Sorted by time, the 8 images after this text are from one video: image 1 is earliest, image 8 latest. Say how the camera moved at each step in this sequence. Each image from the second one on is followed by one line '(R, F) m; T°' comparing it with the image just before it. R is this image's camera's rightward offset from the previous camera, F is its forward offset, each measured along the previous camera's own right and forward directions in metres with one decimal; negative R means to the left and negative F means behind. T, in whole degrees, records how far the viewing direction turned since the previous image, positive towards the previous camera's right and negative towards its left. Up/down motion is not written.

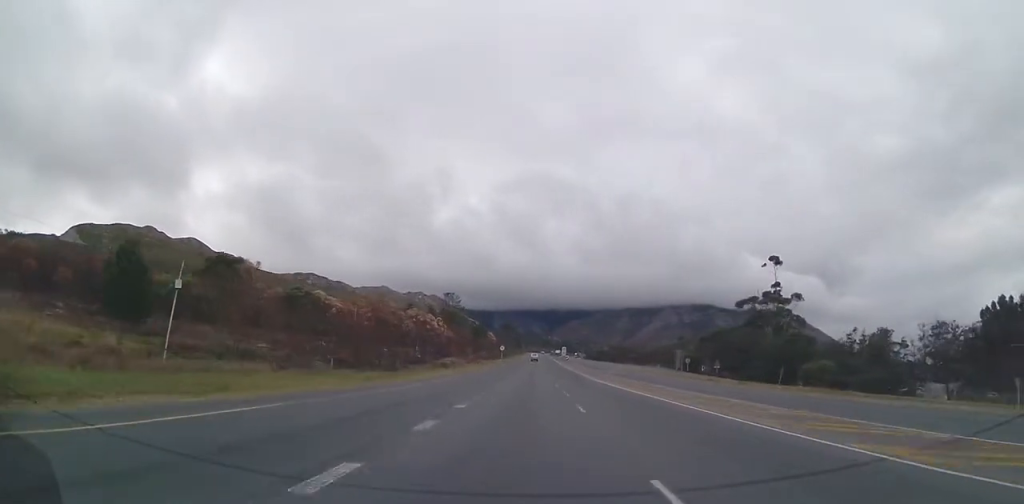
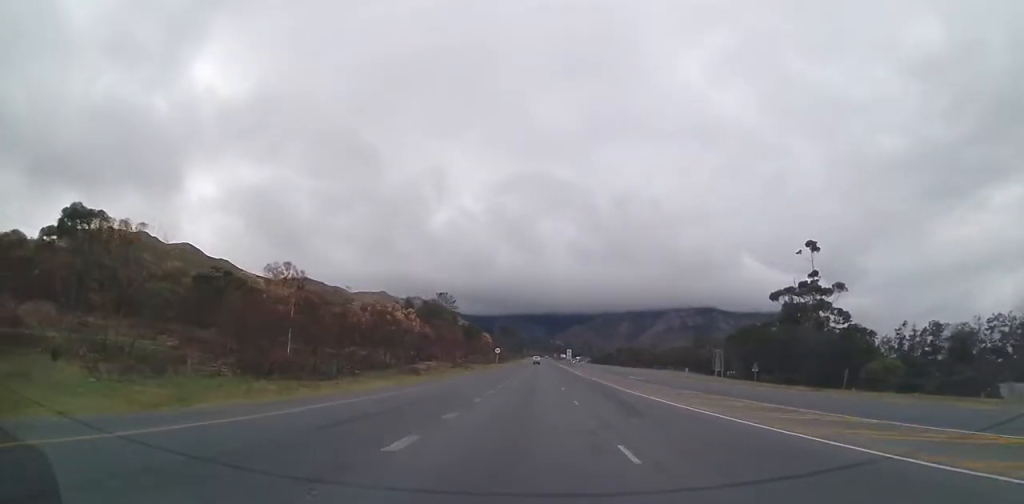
(-0.2, +20.7) m; 0°
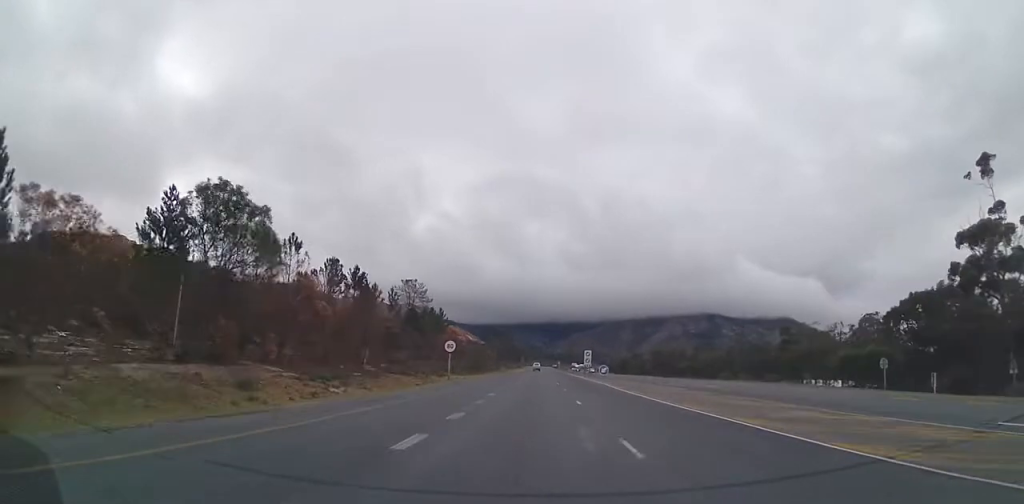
(0.0, +59.7) m; 0°
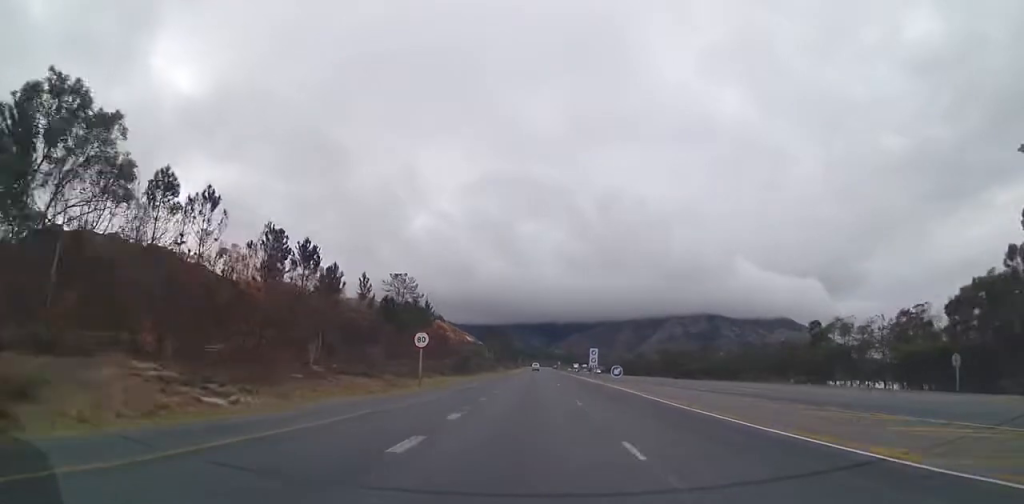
(-0.1, +12.3) m; 0°
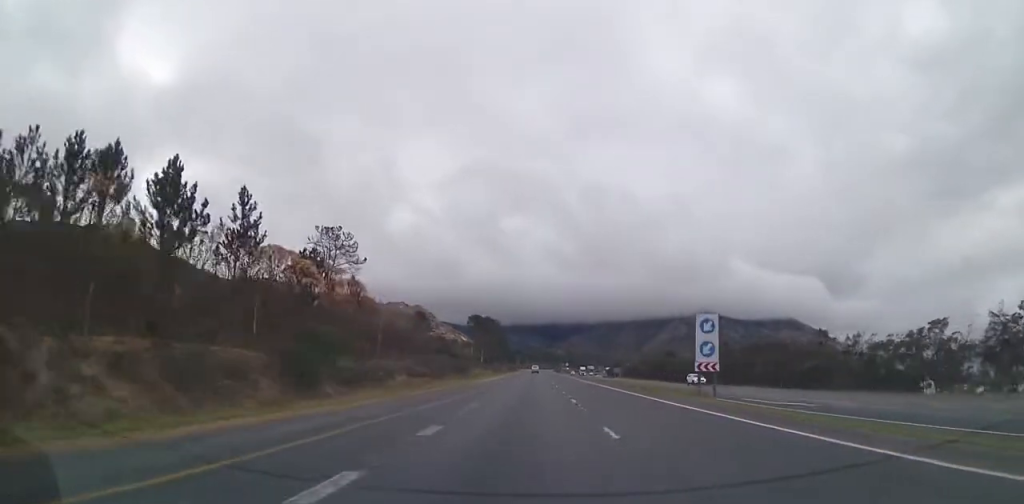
(-0.1, +57.4) m; -1°
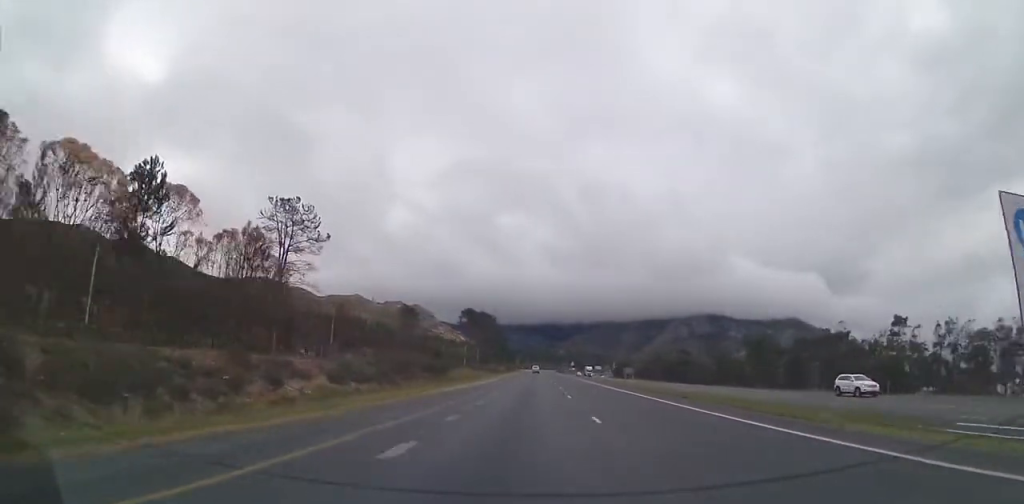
(0.0, +20.8) m; +1°
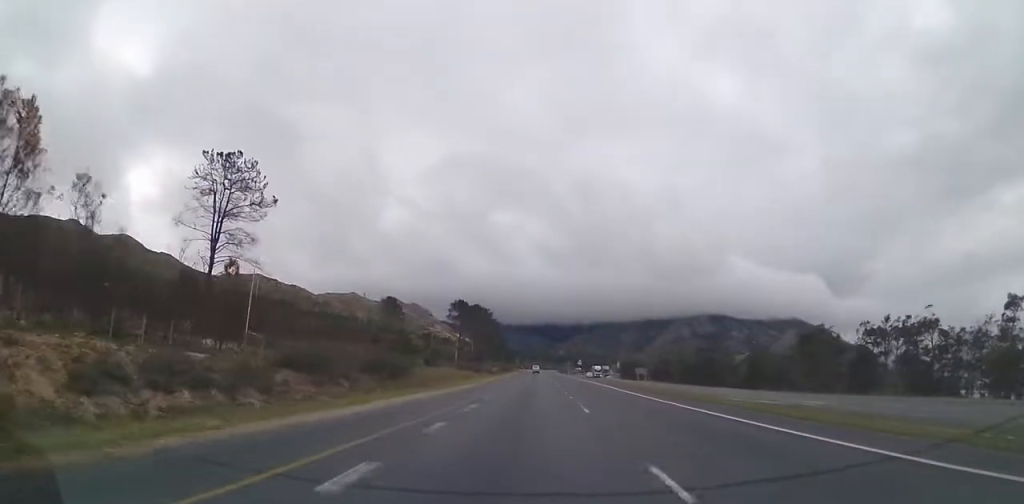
(+0.3, +20.5) m; 0°
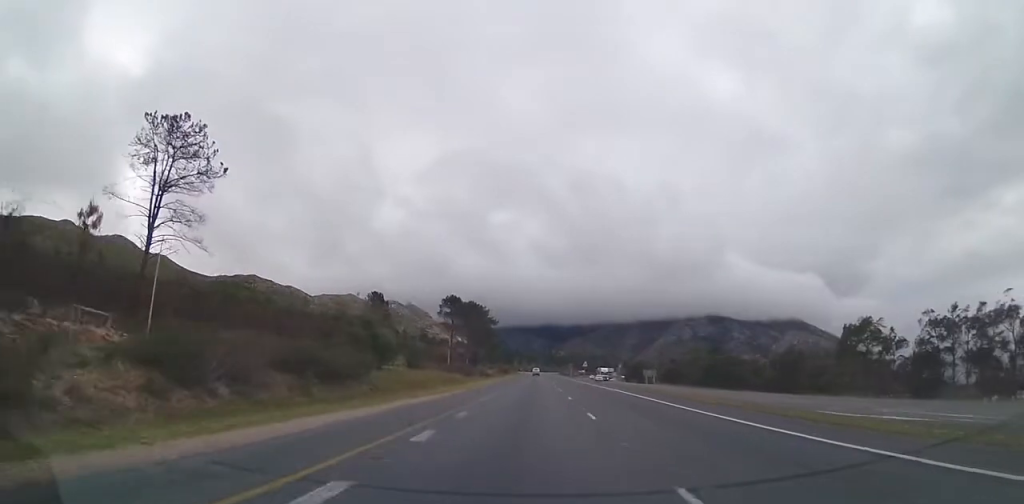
(+0.1, +13.3) m; 0°
